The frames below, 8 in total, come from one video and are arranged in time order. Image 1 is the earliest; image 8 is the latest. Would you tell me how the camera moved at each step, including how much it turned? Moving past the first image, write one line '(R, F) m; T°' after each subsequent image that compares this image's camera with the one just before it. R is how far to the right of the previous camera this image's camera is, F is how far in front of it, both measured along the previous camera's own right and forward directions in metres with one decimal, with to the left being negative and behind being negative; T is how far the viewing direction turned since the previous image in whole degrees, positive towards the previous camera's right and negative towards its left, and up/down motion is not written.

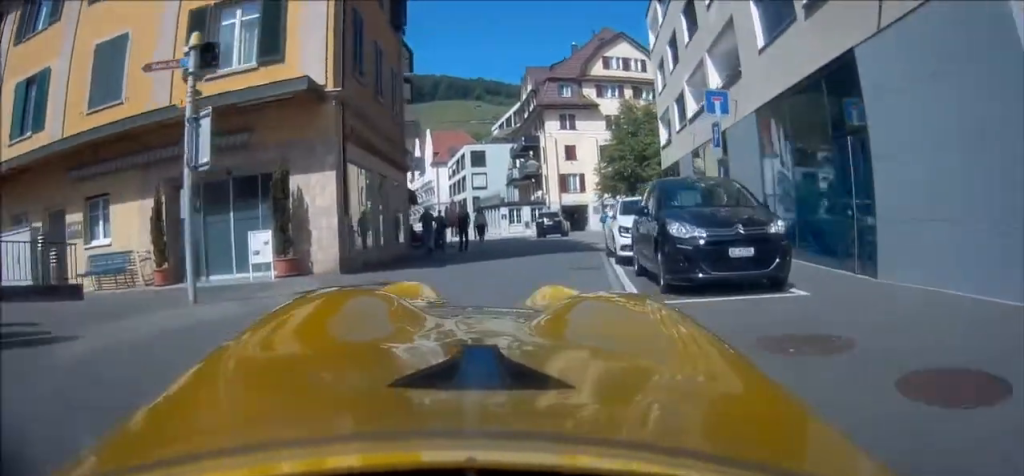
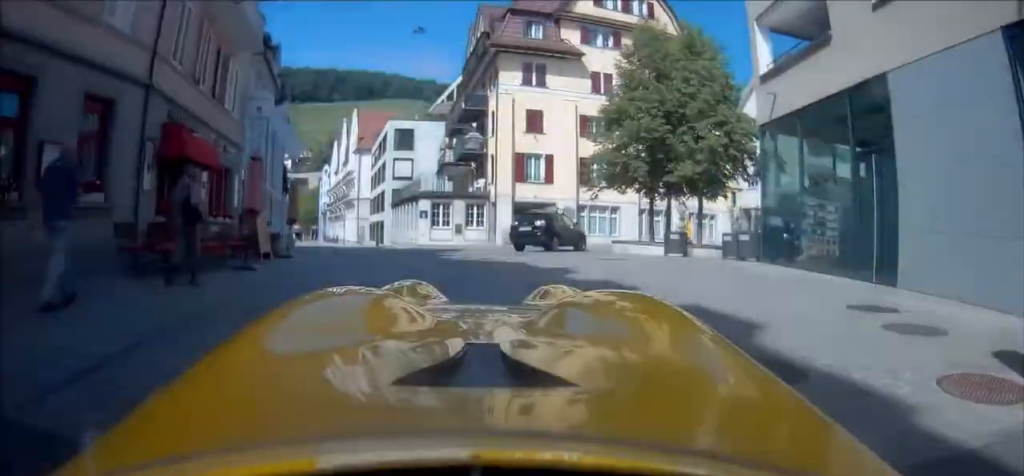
(+0.2, +18.9) m; +4°
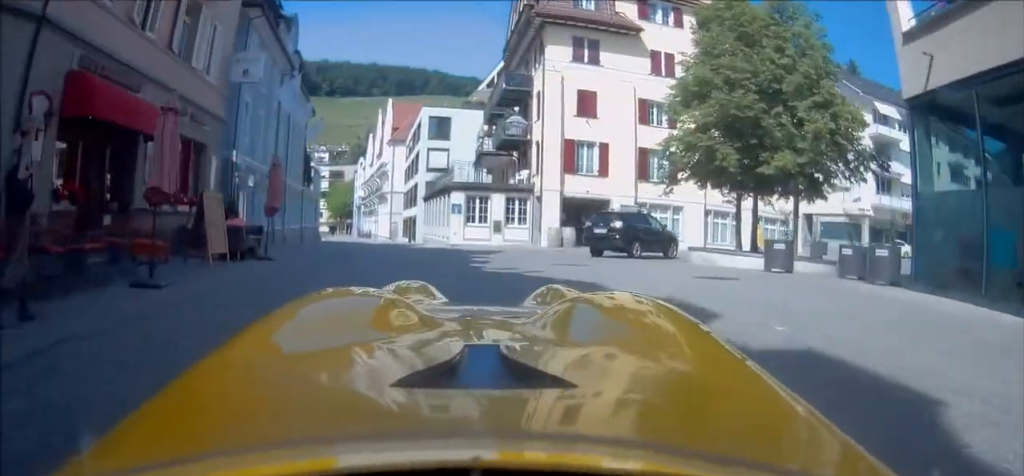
(+0.2, +5.1) m; +2°
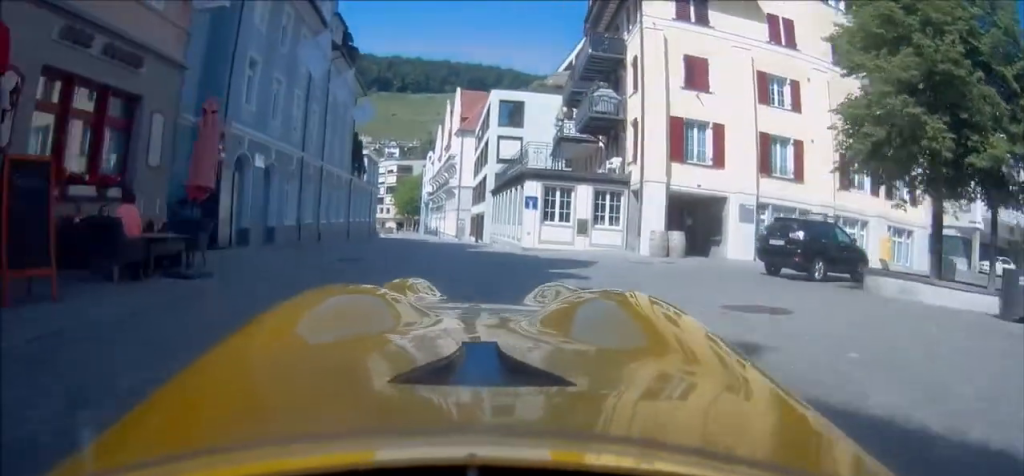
(0.0, +6.8) m; 0°
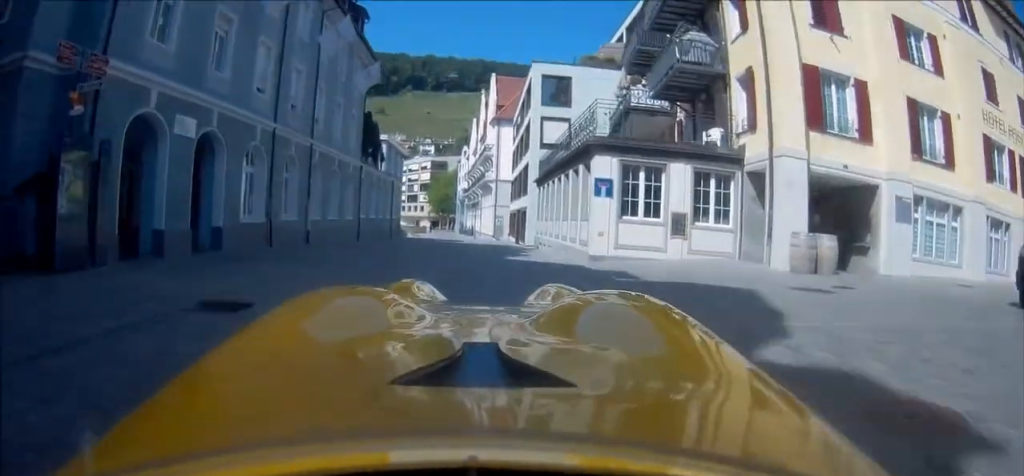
(0.0, +7.8) m; -1°
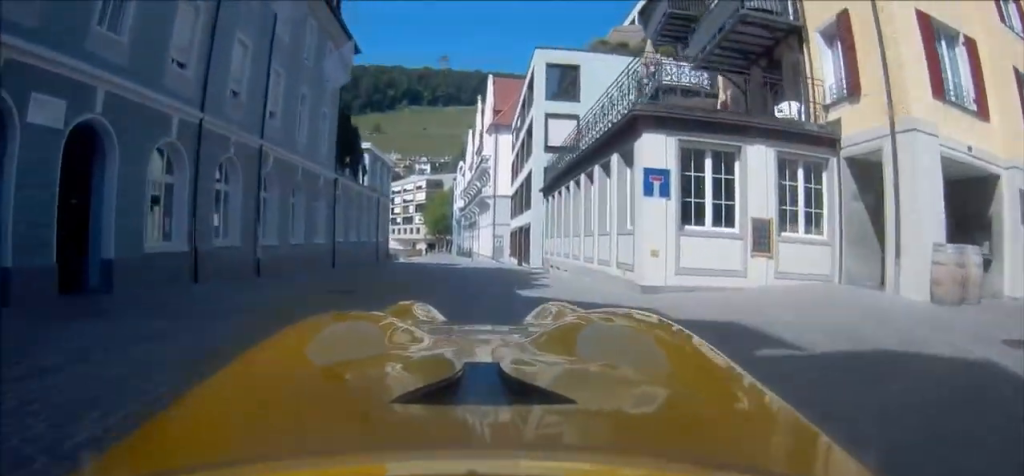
(0.0, +4.8) m; -1°
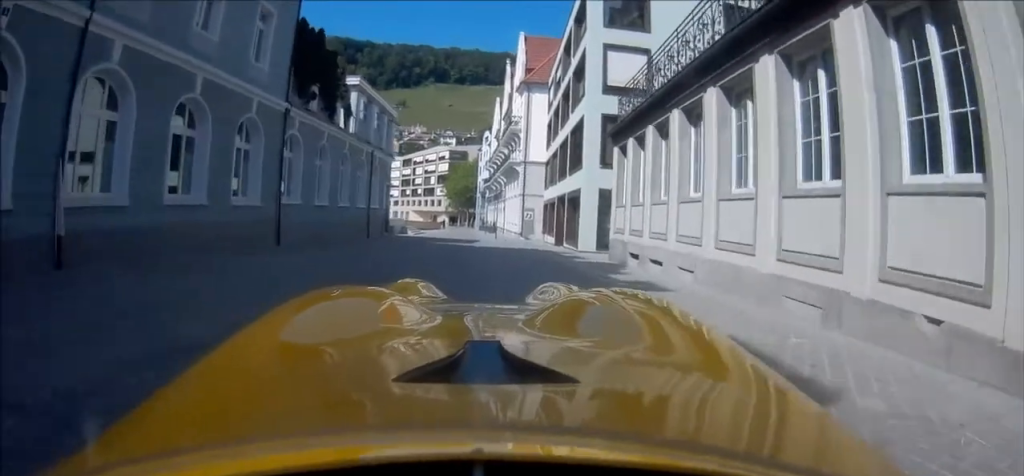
(-0.2, +9.9) m; -3°
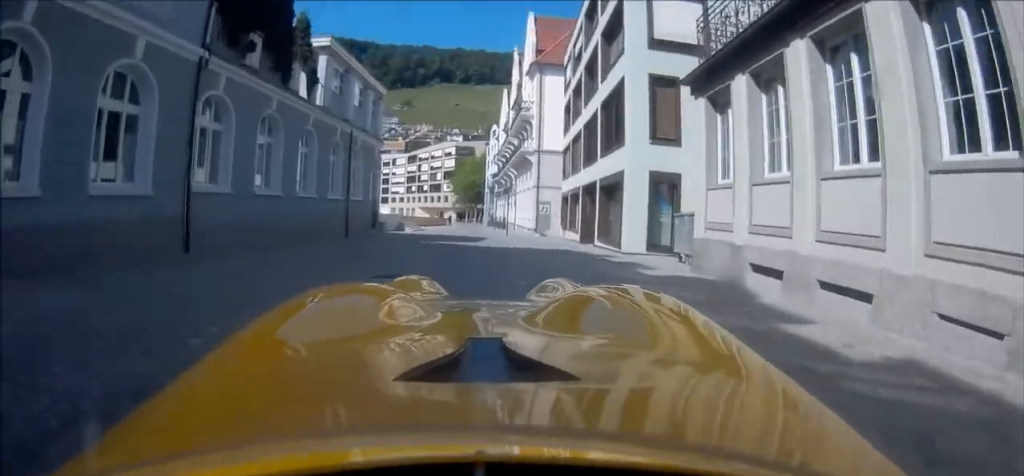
(0.0, +6.0) m; -3°
